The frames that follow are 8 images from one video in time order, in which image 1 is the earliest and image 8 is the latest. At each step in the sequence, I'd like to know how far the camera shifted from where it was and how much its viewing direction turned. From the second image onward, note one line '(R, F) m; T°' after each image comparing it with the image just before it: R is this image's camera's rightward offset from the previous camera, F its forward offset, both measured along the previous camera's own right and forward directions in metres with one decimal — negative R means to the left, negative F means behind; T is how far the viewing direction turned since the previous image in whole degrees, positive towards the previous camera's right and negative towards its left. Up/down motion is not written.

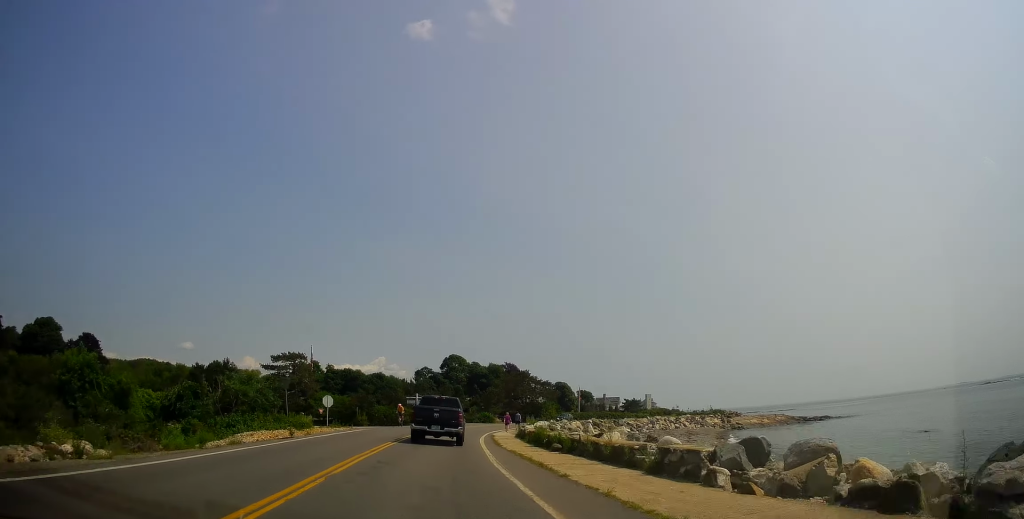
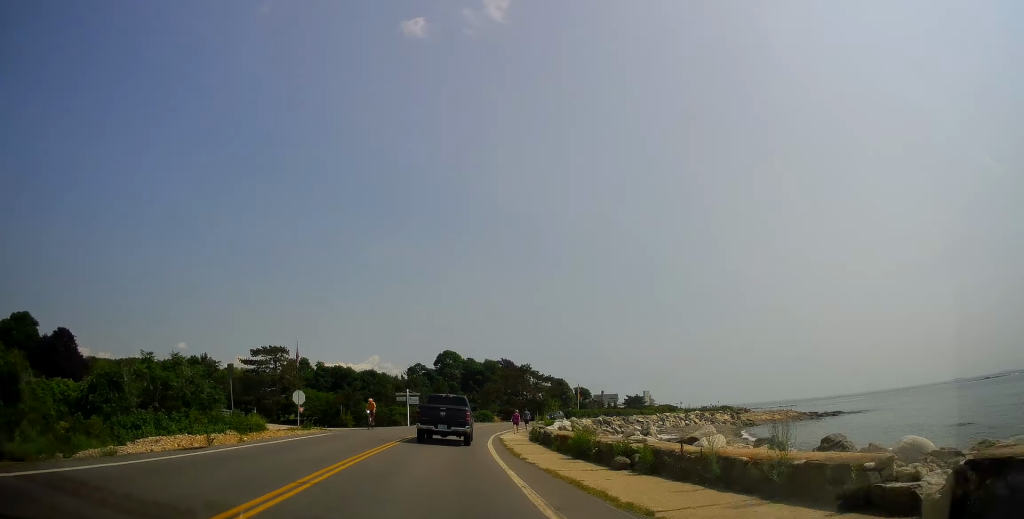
(-0.1, +8.3) m; +1°
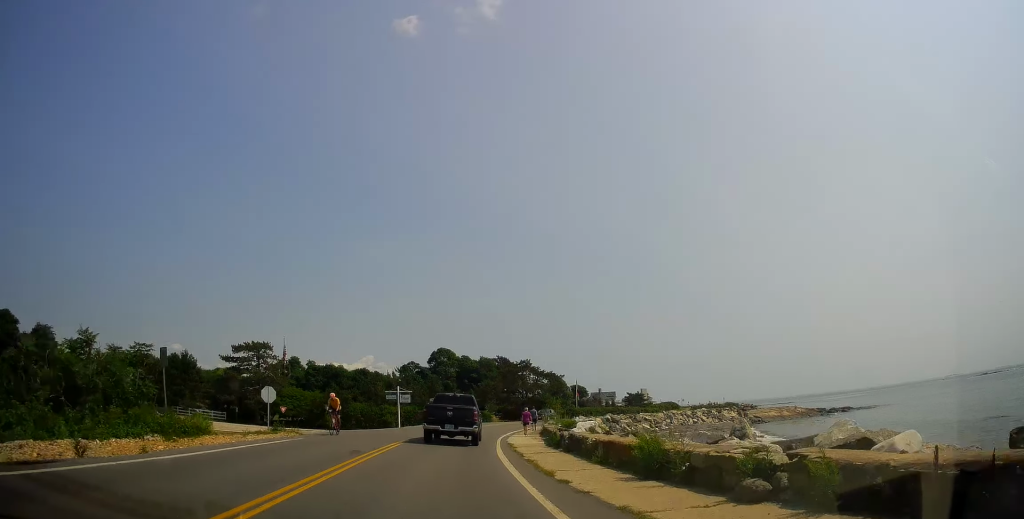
(+0.3, +6.1) m; +1°
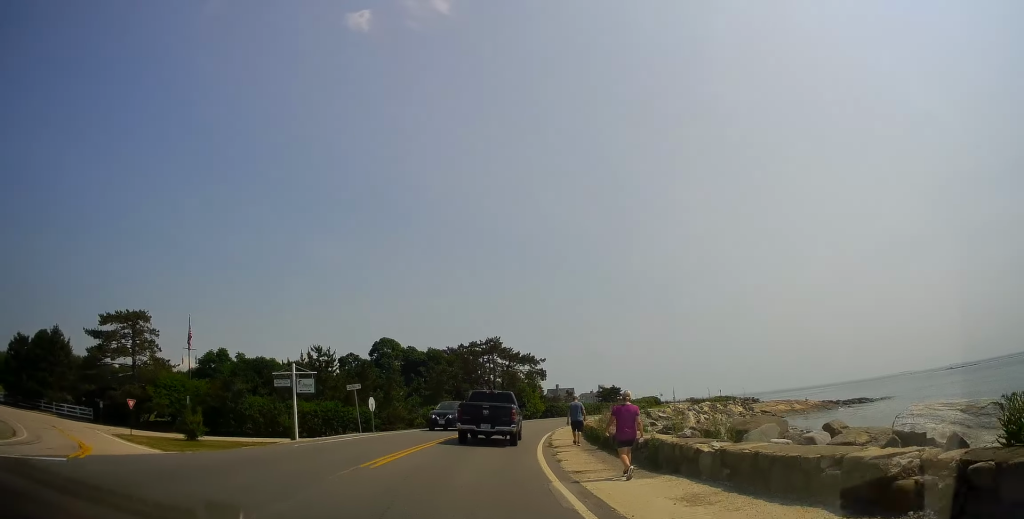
(+1.2, +25.2) m; +7°
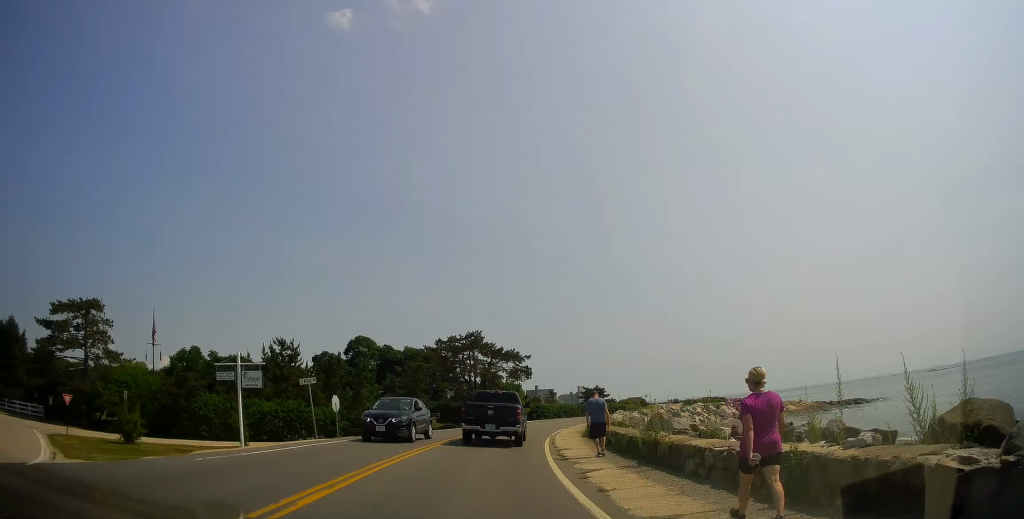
(+0.2, +5.8) m; +3°
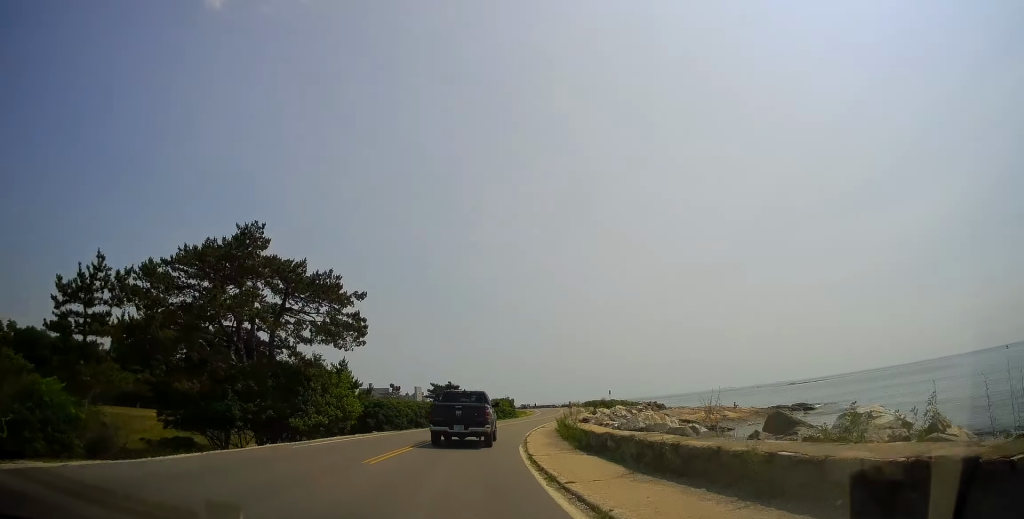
(+4.1, +33.1) m; +13°
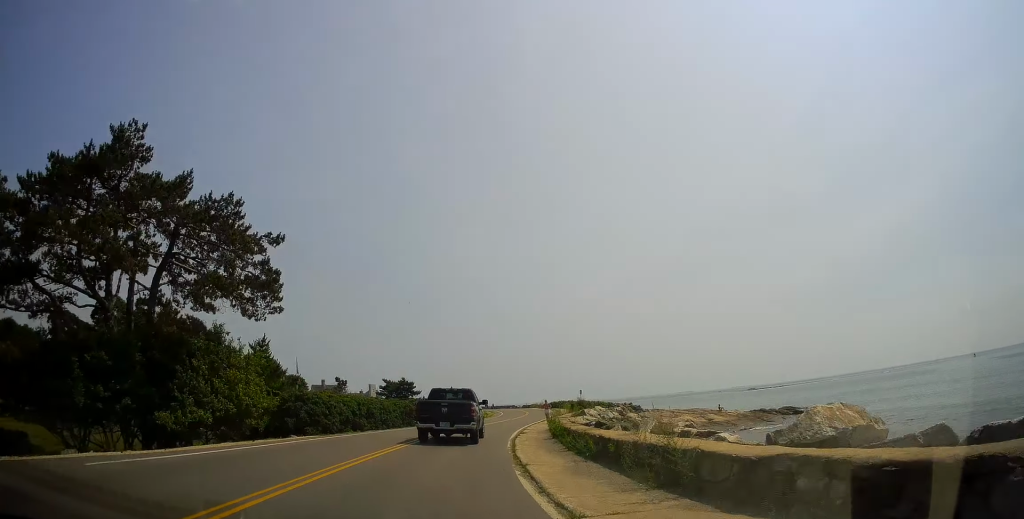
(+0.2, +9.2) m; +4°
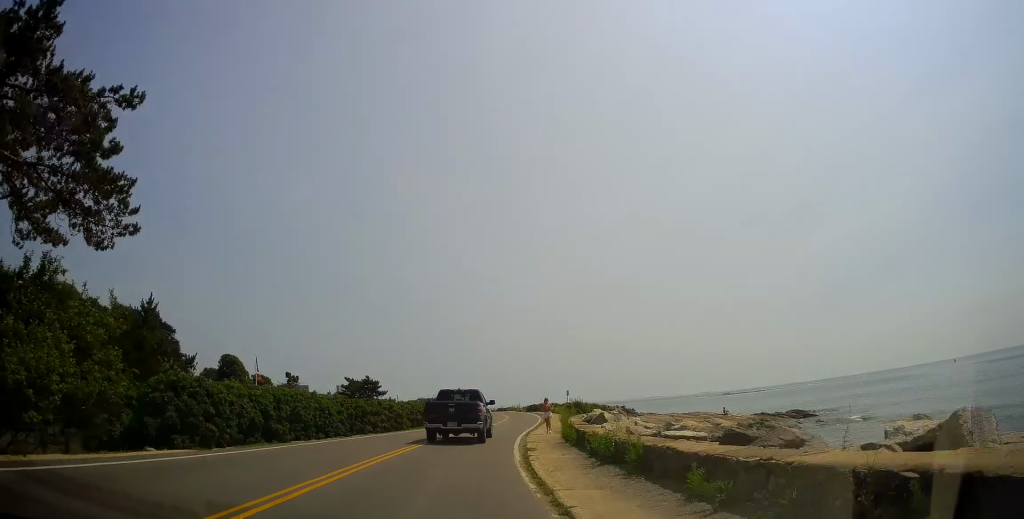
(+0.5, +9.9) m; +4°
